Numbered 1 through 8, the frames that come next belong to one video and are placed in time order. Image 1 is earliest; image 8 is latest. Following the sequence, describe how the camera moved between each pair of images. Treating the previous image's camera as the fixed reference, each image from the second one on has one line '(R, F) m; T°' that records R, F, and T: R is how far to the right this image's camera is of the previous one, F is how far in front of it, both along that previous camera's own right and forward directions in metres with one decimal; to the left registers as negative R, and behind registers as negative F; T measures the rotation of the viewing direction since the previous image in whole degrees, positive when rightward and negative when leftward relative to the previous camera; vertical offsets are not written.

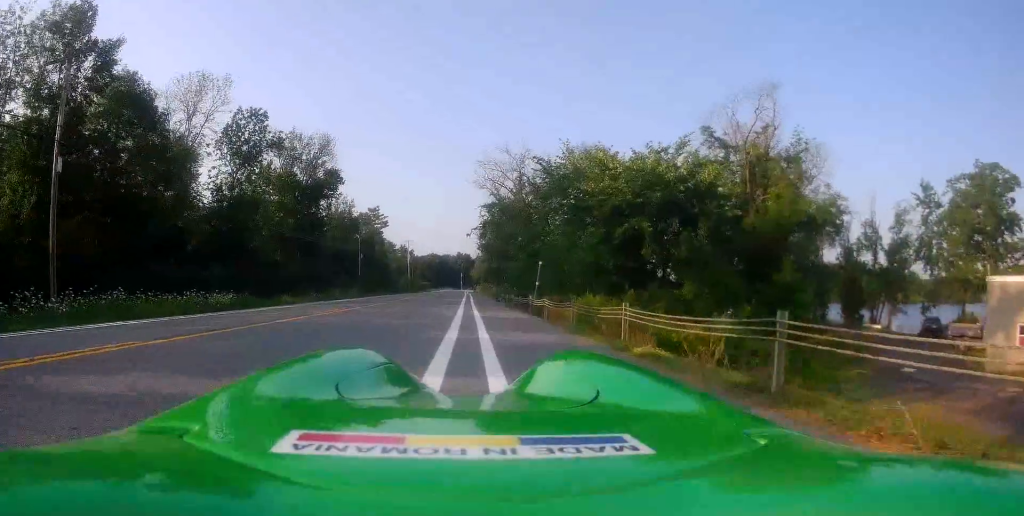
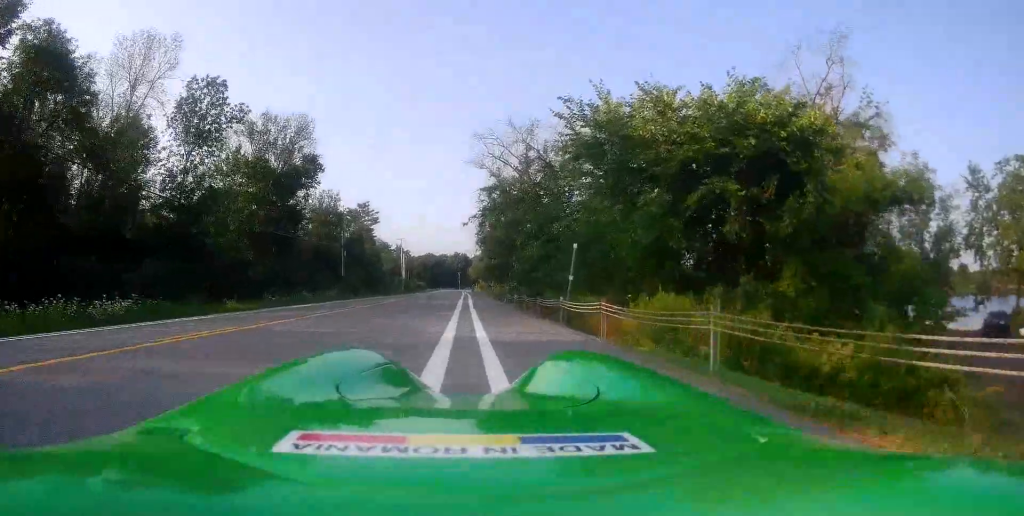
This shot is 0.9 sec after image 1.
(-0.2, +8.3) m; +1°
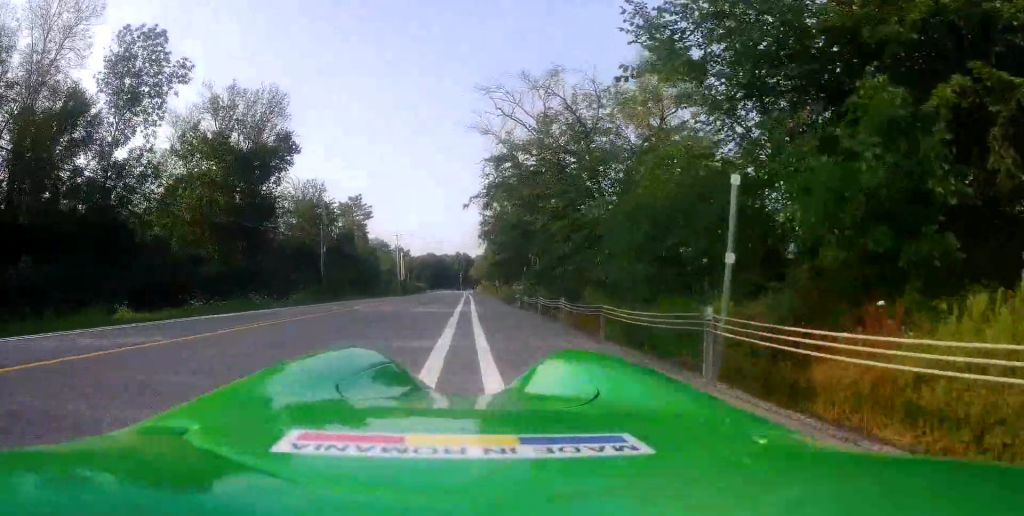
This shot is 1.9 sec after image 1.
(+0.4, +9.4) m; +1°
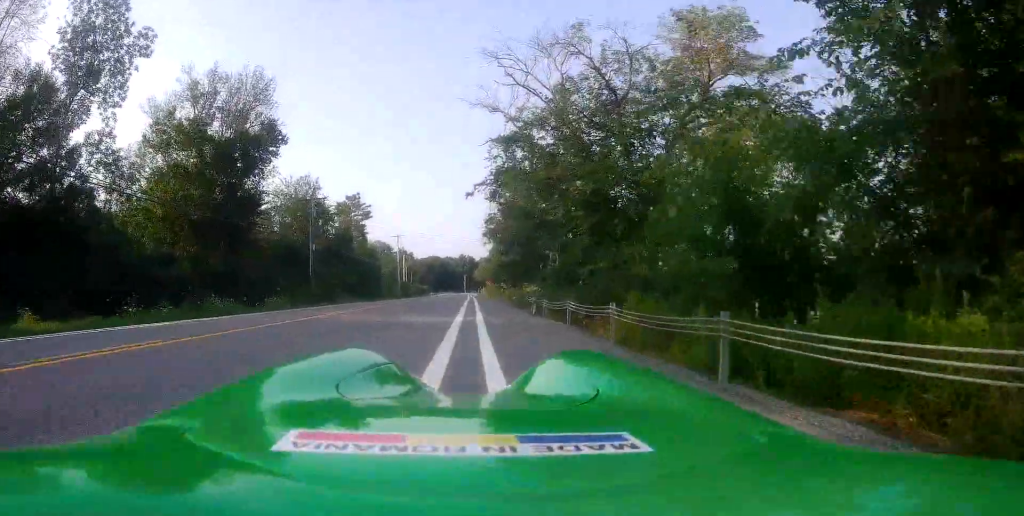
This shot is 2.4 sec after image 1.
(+0.1, +4.6) m; -1°
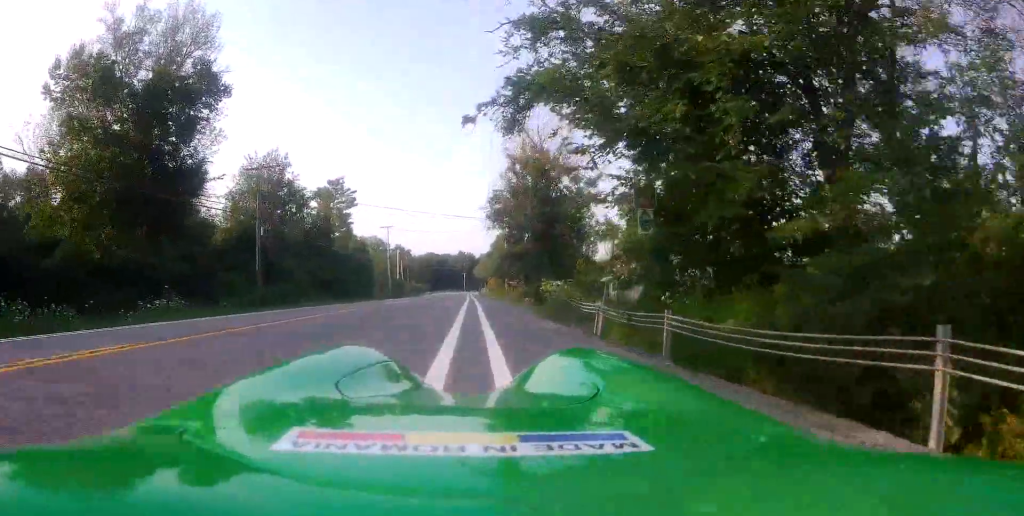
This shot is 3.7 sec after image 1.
(-0.8, +11.0) m; -3°
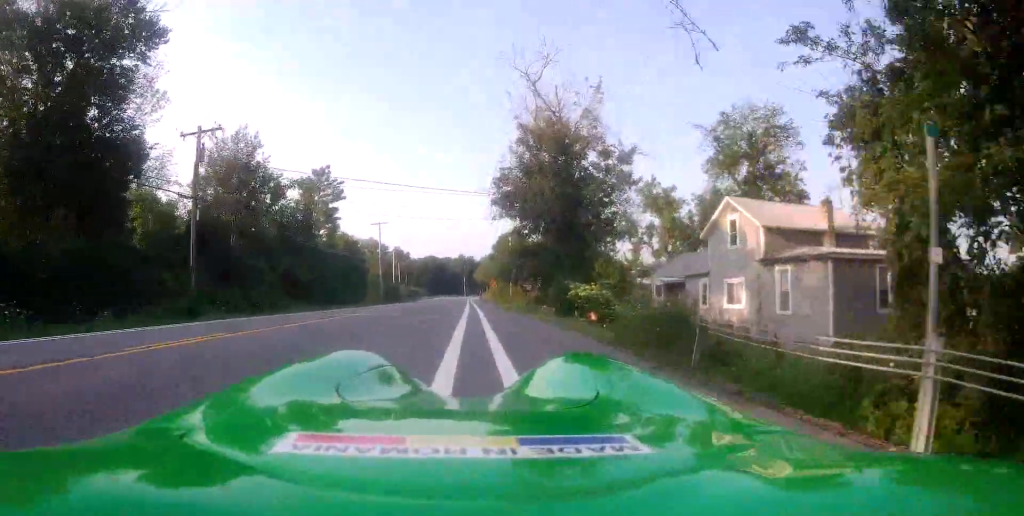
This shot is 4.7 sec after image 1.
(+0.1, +10.3) m; +2°
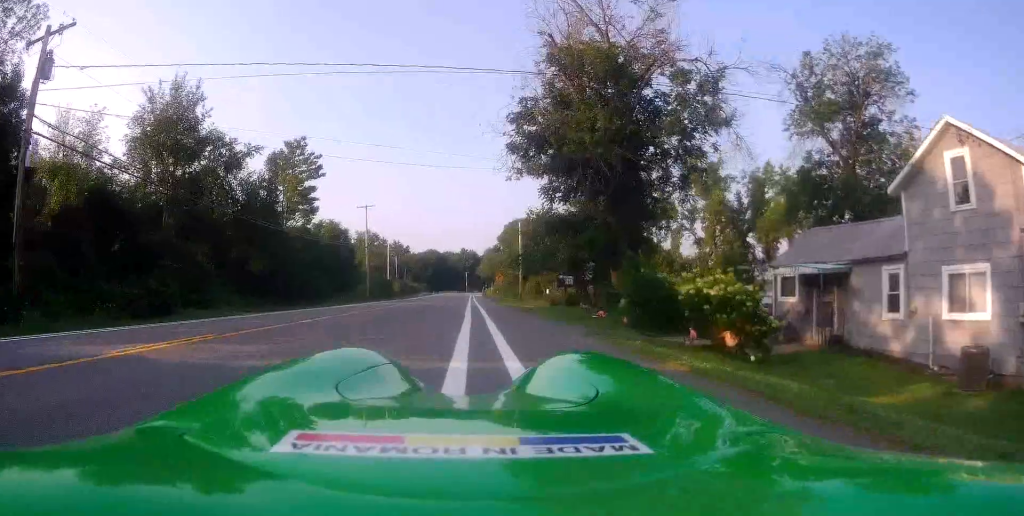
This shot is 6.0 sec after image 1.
(+0.4, +13.5) m; 0°
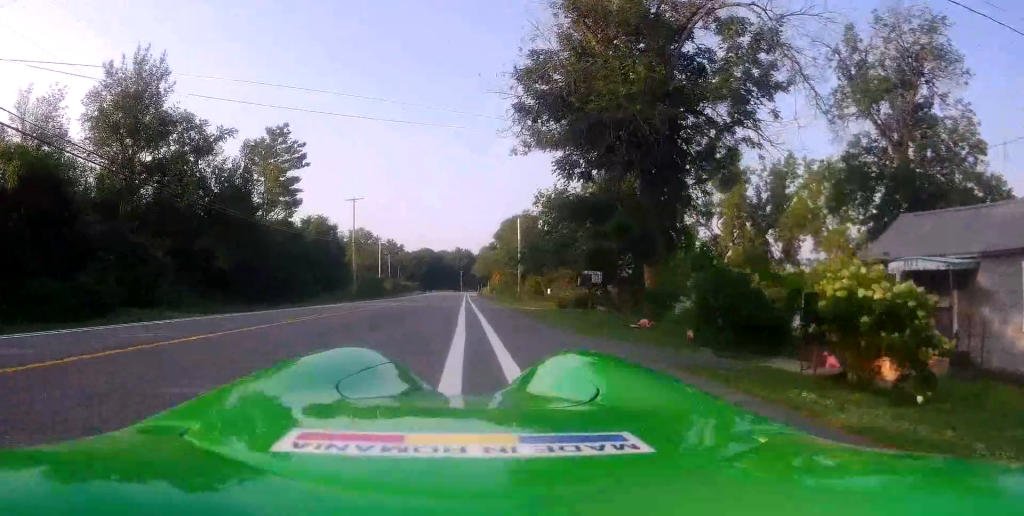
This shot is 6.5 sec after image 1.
(-0.1, +5.4) m; -1°
